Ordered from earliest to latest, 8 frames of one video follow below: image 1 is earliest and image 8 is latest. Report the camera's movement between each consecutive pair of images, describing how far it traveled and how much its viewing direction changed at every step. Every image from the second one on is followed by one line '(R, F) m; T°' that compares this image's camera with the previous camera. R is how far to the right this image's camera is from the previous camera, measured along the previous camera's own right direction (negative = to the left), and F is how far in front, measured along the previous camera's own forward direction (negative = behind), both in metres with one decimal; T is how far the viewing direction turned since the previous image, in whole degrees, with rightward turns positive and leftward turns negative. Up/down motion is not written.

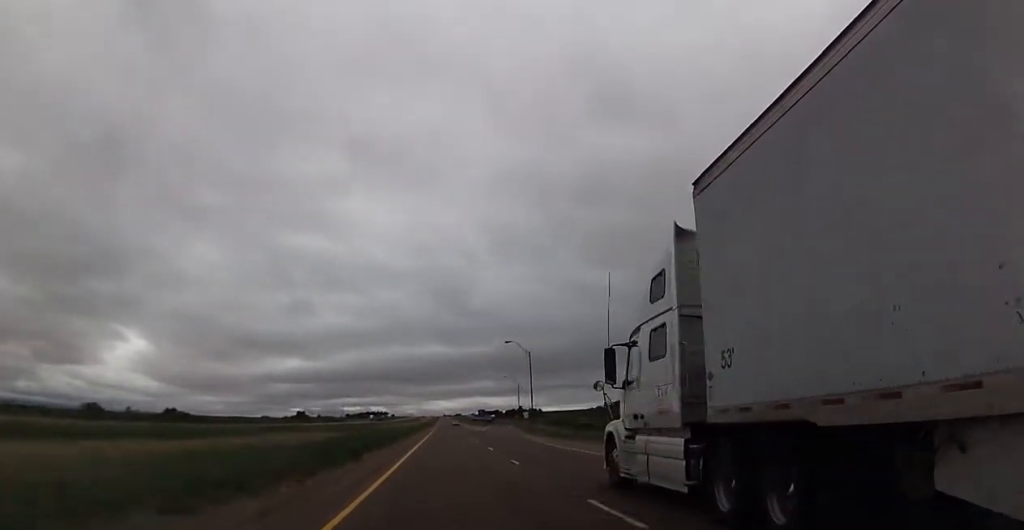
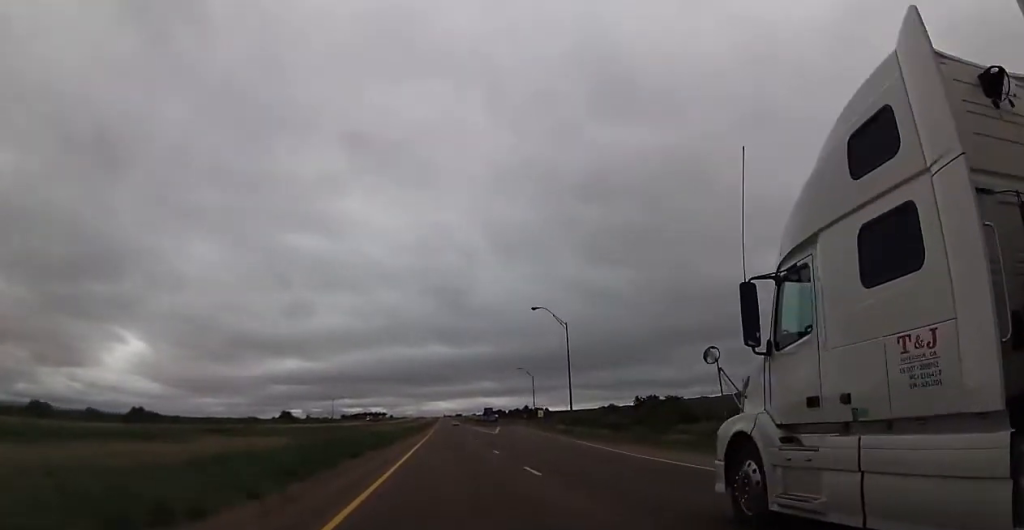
(0.0, +27.6) m; 0°
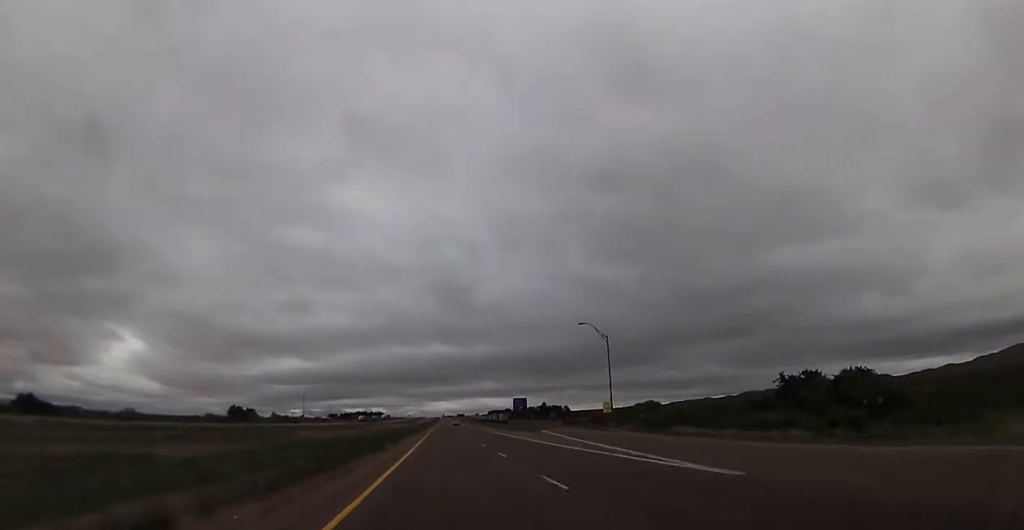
(+0.4, +64.2) m; +1°
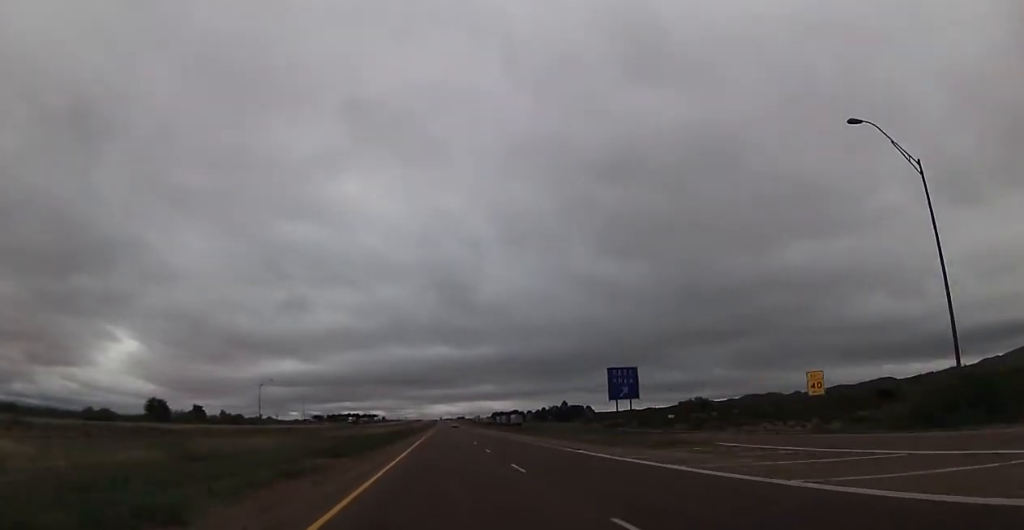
(-0.2, +55.9) m; -1°
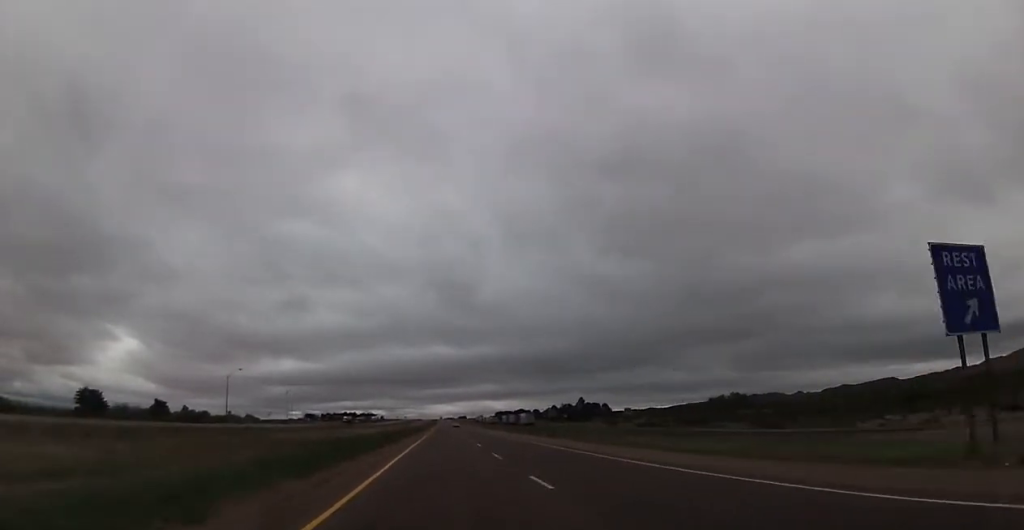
(0.0, +29.1) m; 0°
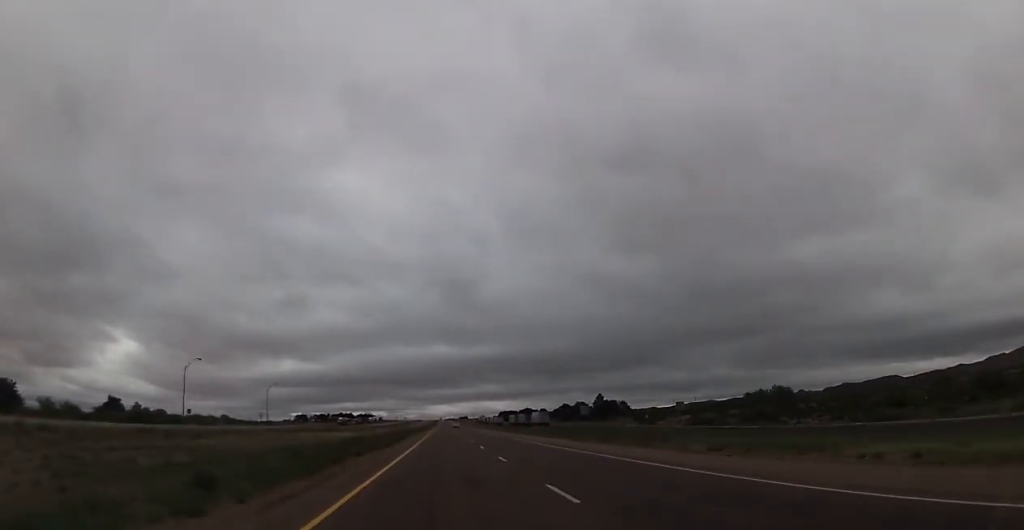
(0.0, +26.7) m; 0°
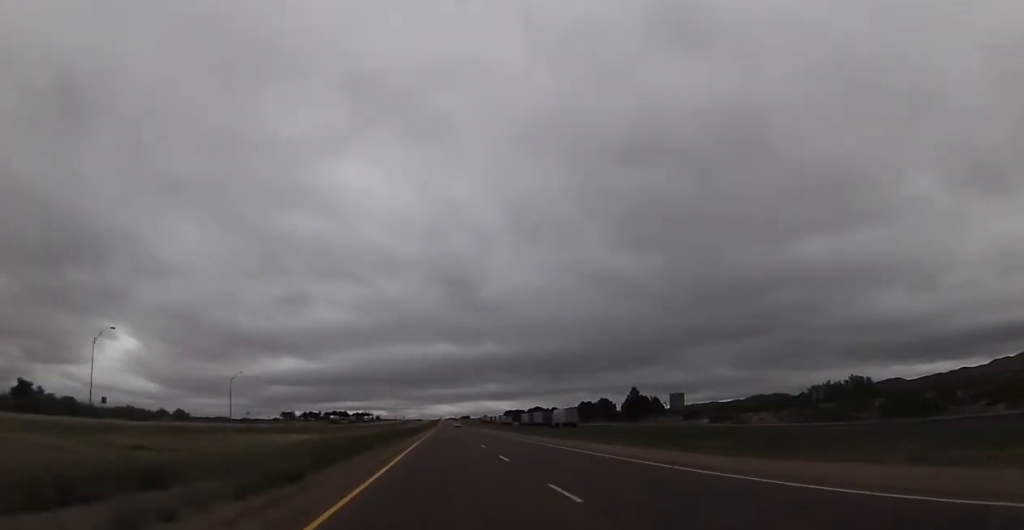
(+0.2, +36.4) m; 0°
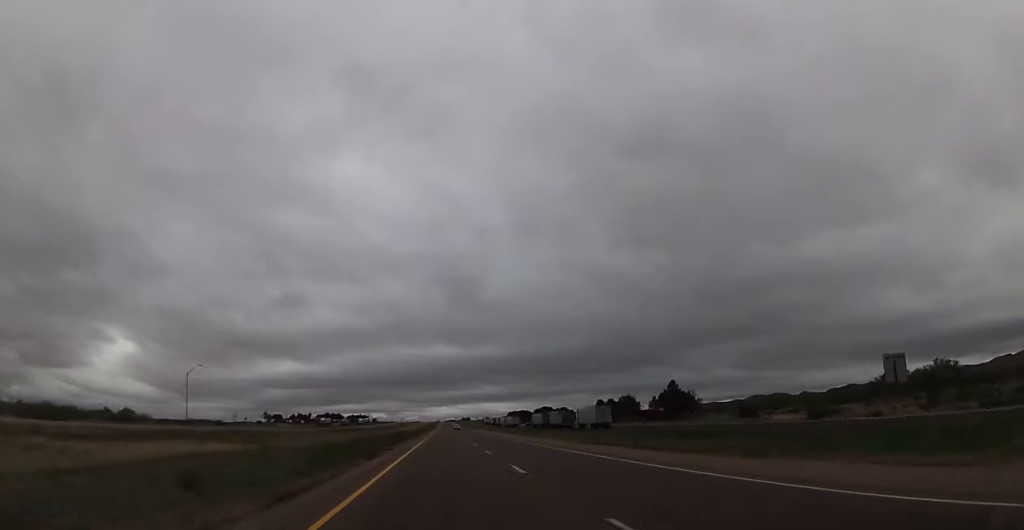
(+0.1, +29.2) m; 0°
